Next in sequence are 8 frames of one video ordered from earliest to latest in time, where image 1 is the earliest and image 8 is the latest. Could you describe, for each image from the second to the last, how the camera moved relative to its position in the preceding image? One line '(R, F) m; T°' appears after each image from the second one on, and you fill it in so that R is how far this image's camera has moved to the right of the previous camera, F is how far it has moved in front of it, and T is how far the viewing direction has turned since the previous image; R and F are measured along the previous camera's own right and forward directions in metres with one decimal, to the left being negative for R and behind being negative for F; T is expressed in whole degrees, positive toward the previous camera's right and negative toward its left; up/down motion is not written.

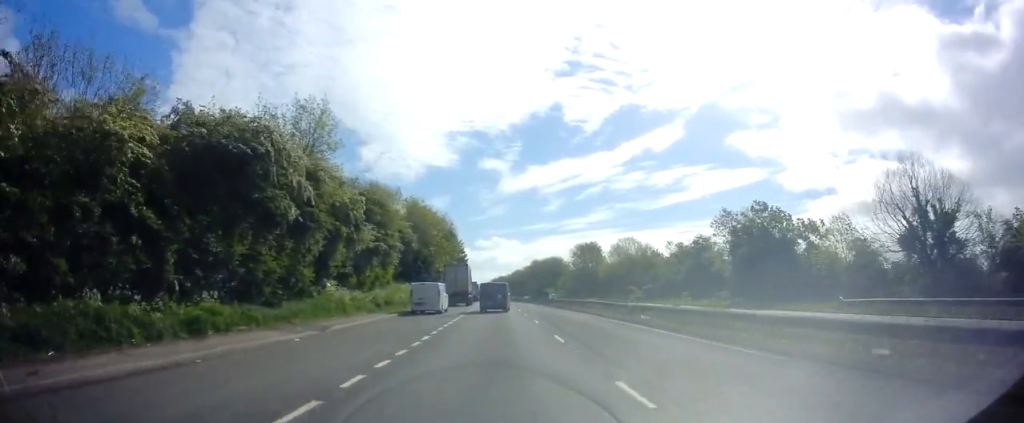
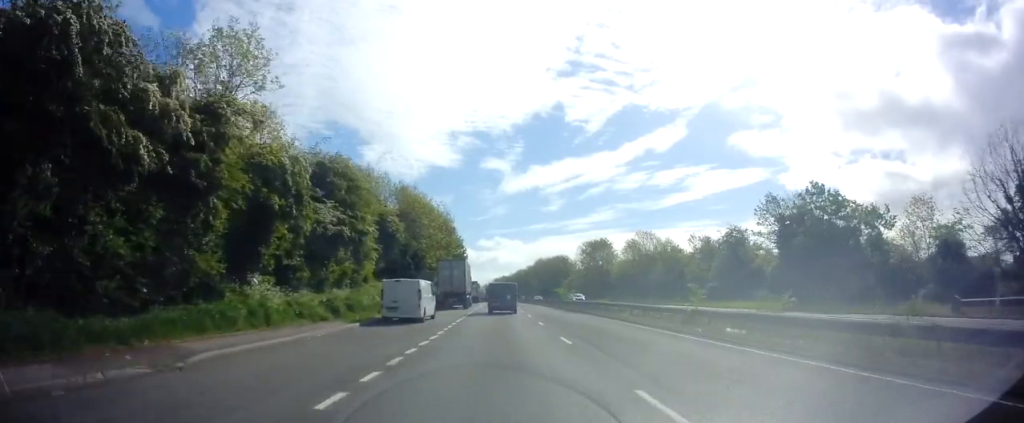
(-0.2, +9.2) m; 0°
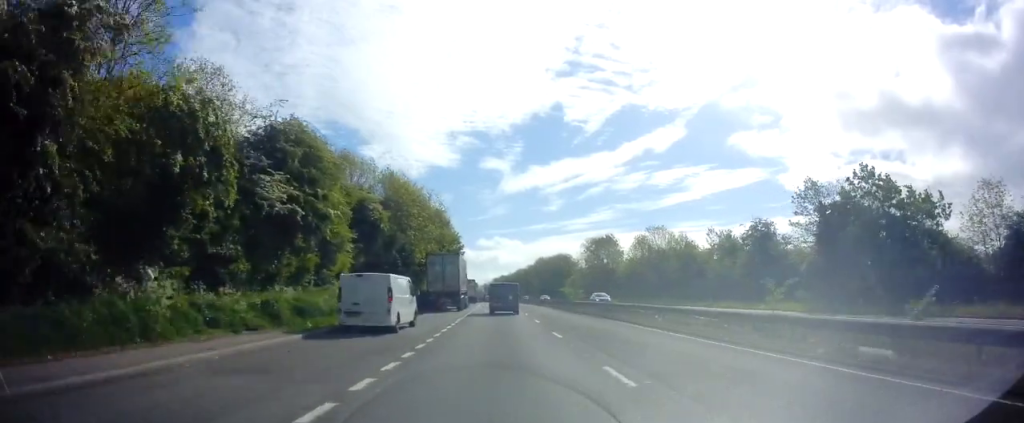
(0.0, +6.6) m; +1°
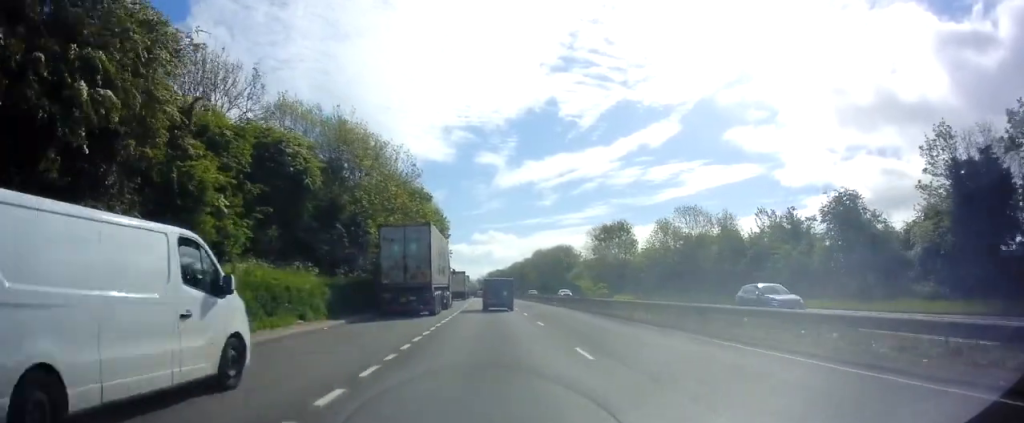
(+0.5, +15.2) m; 0°
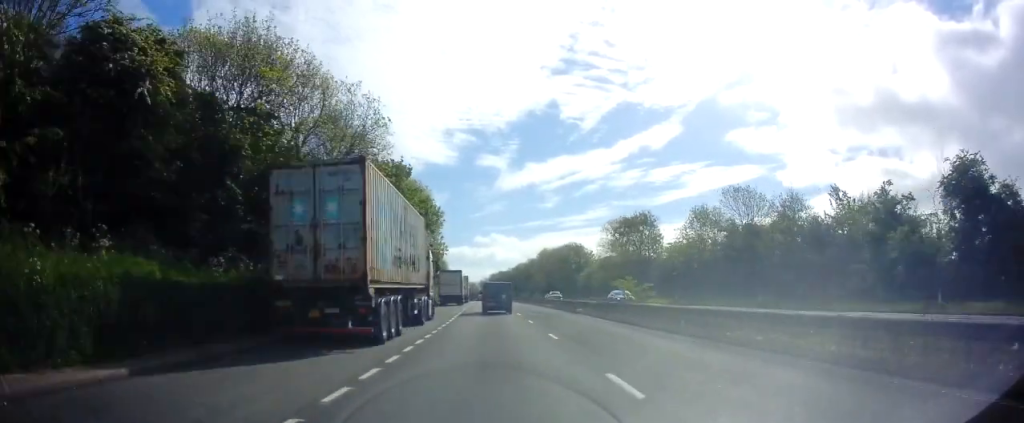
(-0.5, +13.7) m; -2°
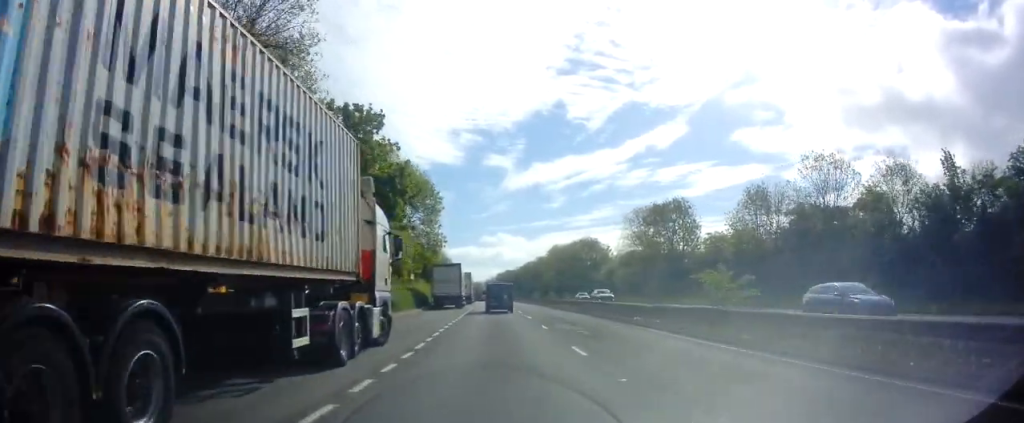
(0.0, +13.0) m; 0°
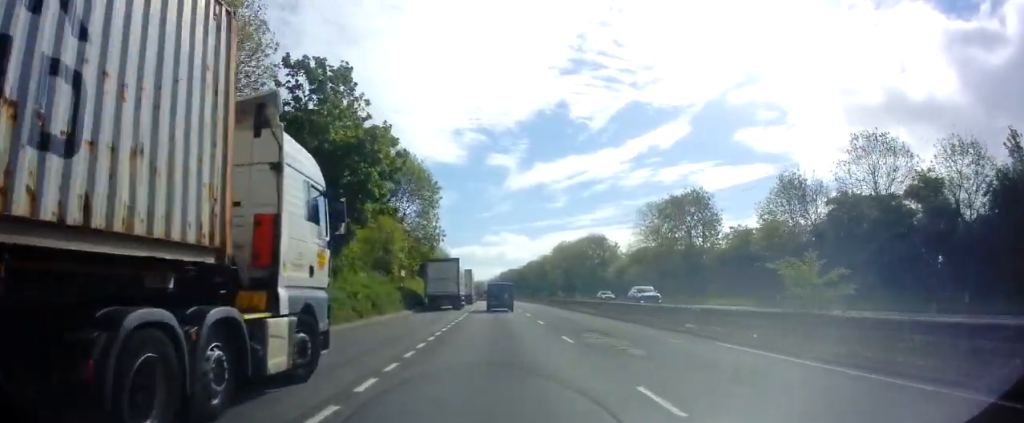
(0.0, +6.1) m; 0°
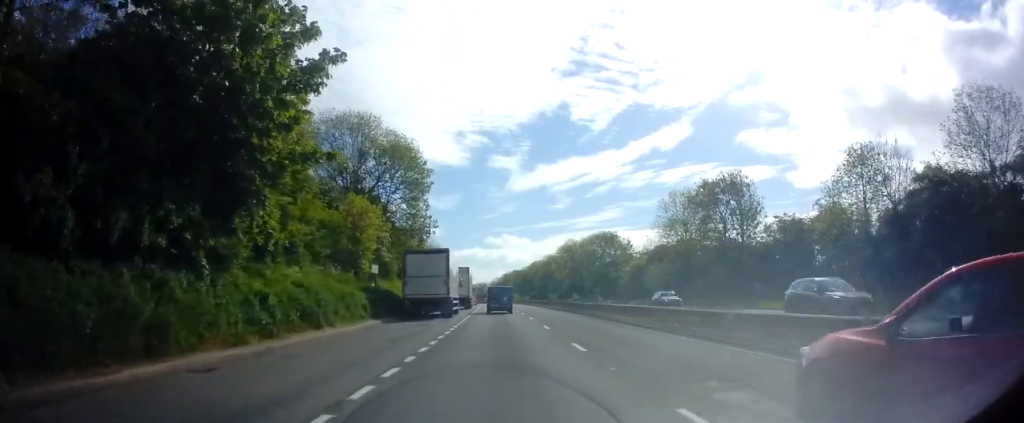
(0.0, +10.2) m; 0°
